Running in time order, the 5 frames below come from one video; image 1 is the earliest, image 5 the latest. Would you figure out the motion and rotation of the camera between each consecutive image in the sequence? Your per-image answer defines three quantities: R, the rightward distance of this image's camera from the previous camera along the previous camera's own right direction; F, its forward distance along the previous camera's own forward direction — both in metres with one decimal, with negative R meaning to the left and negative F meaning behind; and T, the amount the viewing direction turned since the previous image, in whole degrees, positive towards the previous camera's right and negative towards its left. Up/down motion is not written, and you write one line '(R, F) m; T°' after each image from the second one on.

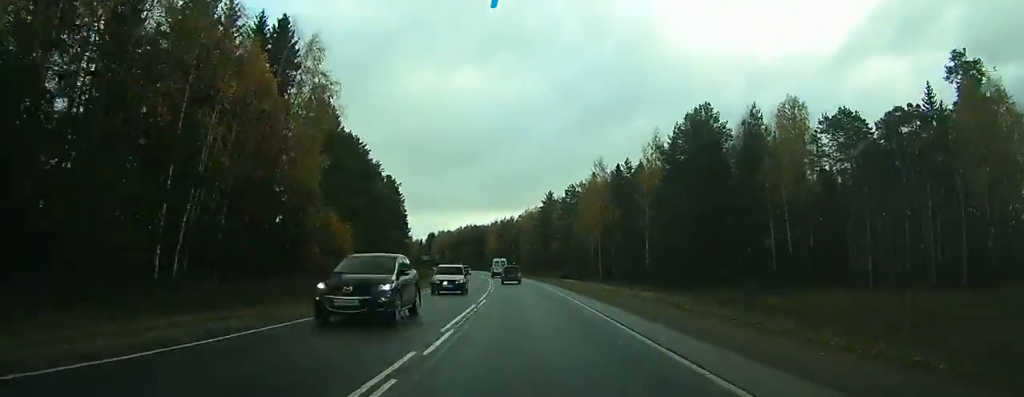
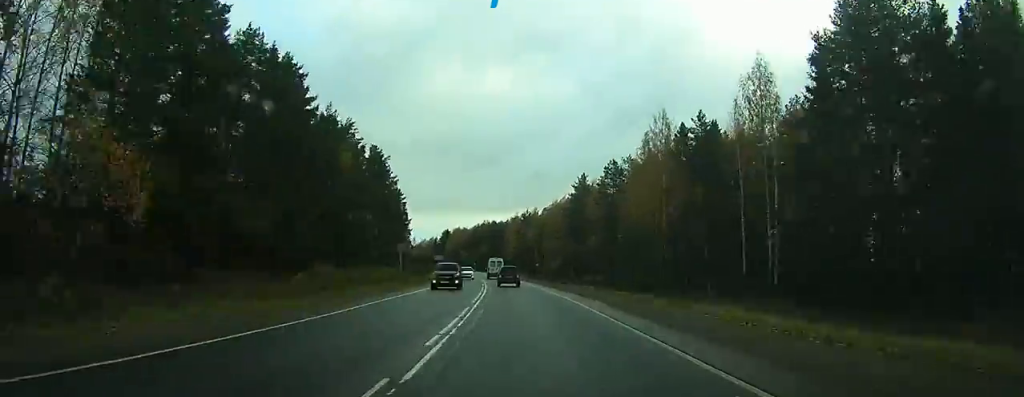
(-0.7, +38.3) m; -2°
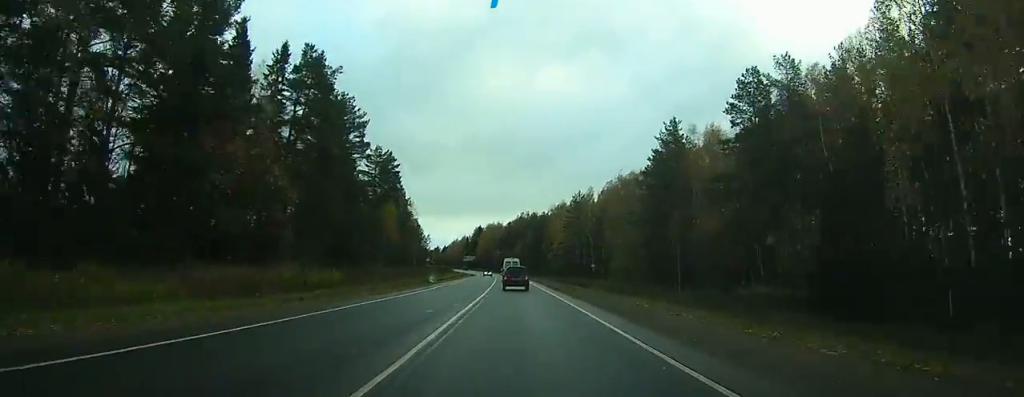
(-1.7, +57.1) m; -3°
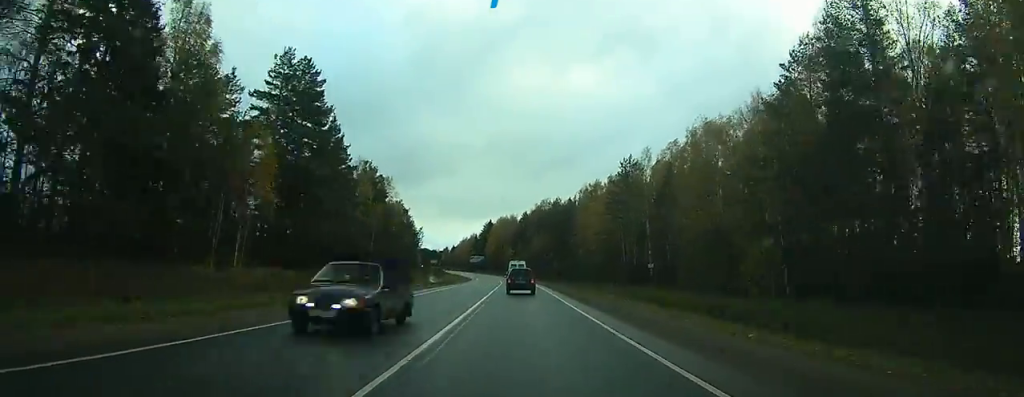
(-1.0, +50.9) m; -2°
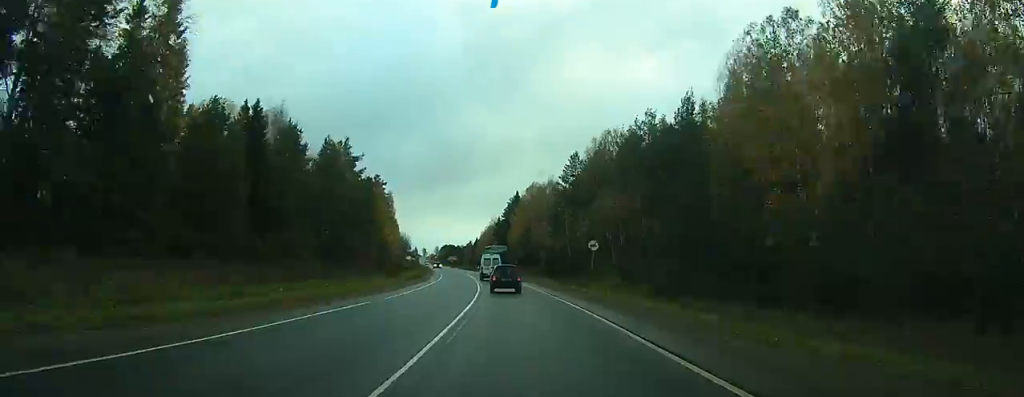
(-1.3, +91.6) m; -3°
